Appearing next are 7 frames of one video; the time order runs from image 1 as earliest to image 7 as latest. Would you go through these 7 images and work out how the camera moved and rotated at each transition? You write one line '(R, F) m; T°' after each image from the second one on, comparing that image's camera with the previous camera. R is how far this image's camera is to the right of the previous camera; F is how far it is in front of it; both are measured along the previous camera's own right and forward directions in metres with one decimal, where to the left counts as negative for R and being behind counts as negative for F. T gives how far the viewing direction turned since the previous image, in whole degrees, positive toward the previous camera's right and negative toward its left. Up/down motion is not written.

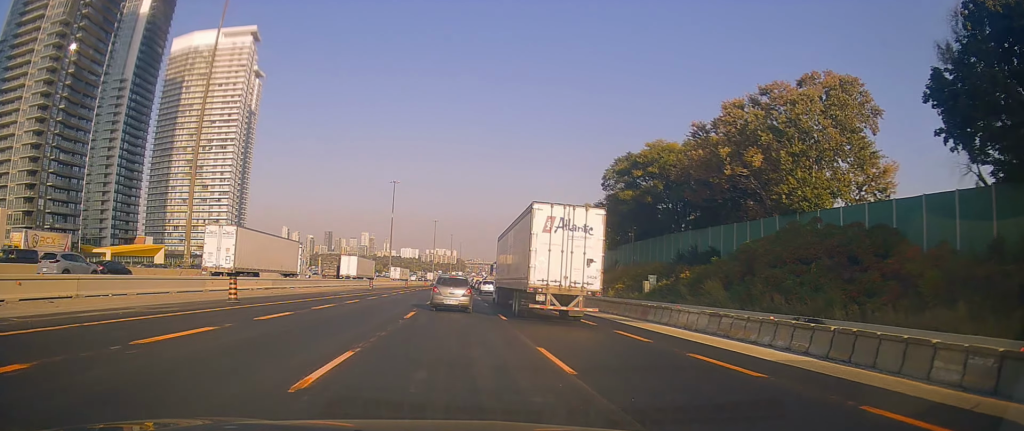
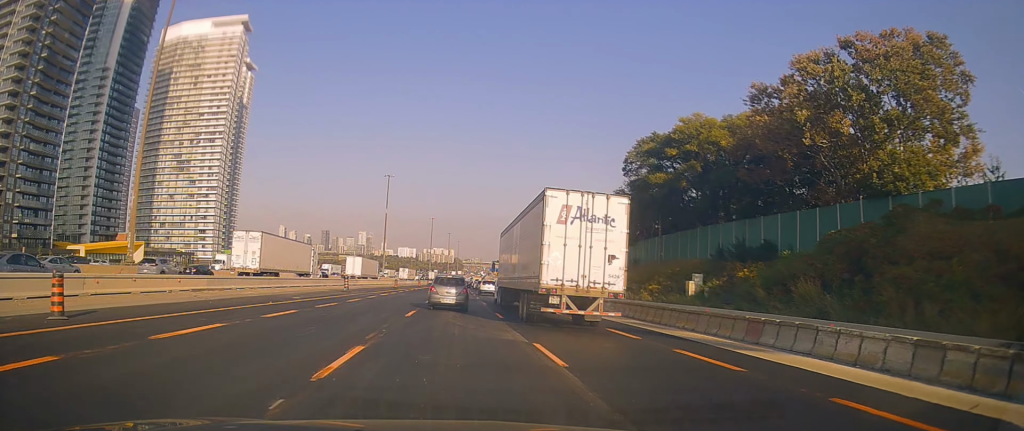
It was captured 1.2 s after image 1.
(0.0, +11.3) m; 0°
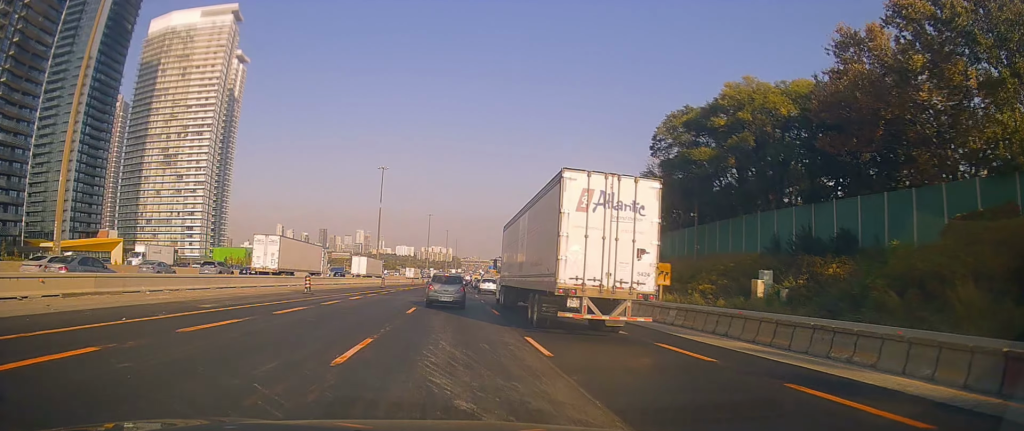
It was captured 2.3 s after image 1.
(0.0, +10.8) m; 0°
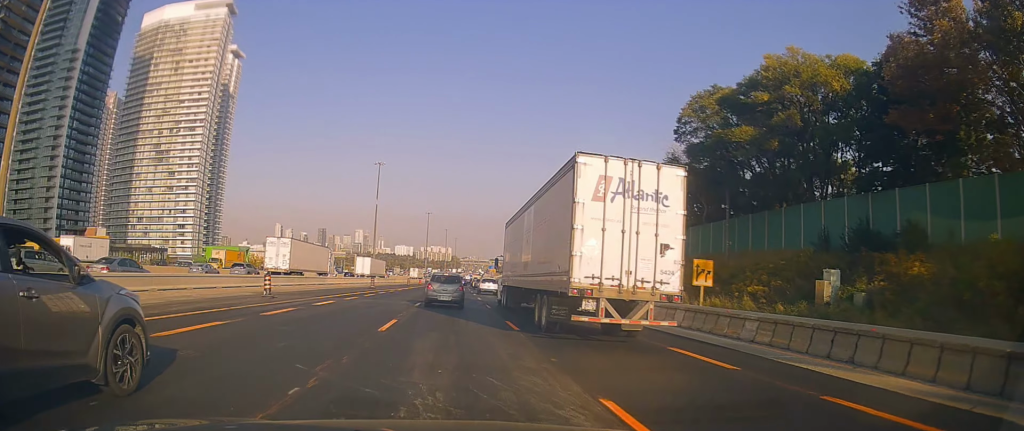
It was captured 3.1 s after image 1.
(0.0, +7.0) m; -1°
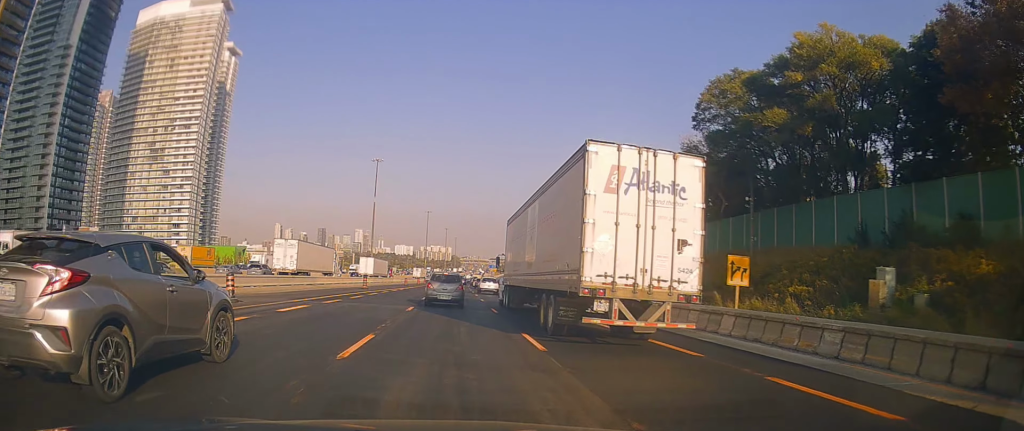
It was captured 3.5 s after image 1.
(+0.1, +4.5) m; -2°
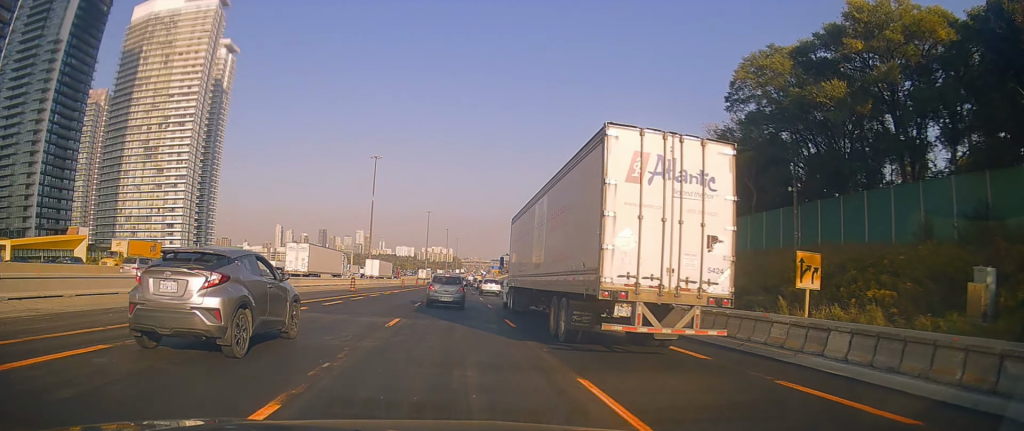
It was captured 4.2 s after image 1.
(-0.2, +6.3) m; +1°
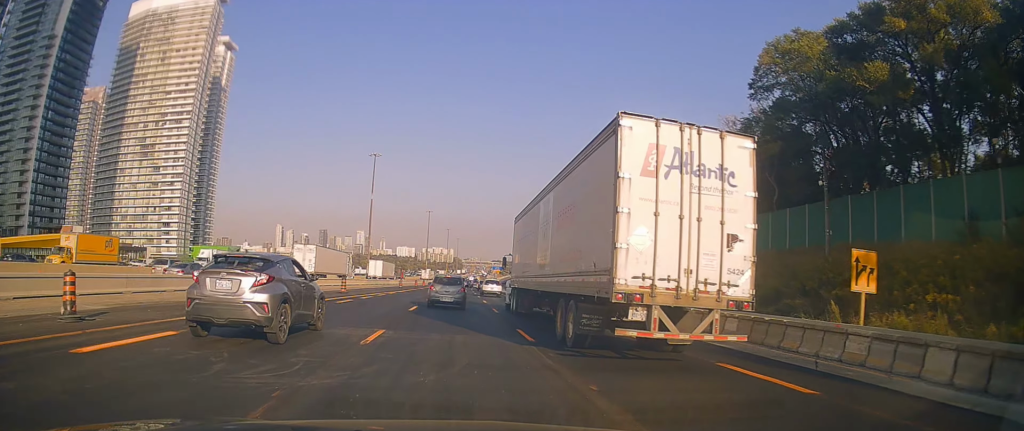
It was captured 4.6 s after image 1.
(-0.3, +3.7) m; +1°
